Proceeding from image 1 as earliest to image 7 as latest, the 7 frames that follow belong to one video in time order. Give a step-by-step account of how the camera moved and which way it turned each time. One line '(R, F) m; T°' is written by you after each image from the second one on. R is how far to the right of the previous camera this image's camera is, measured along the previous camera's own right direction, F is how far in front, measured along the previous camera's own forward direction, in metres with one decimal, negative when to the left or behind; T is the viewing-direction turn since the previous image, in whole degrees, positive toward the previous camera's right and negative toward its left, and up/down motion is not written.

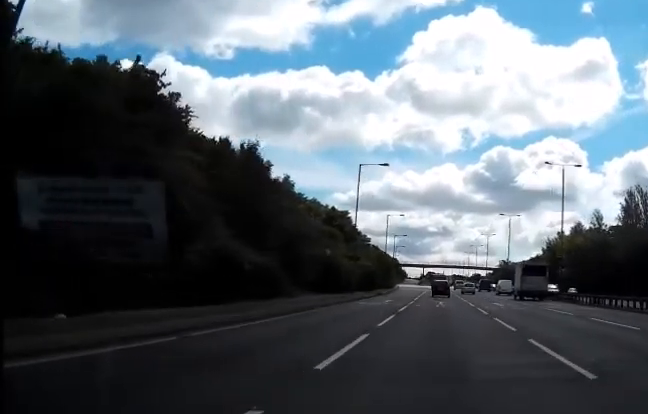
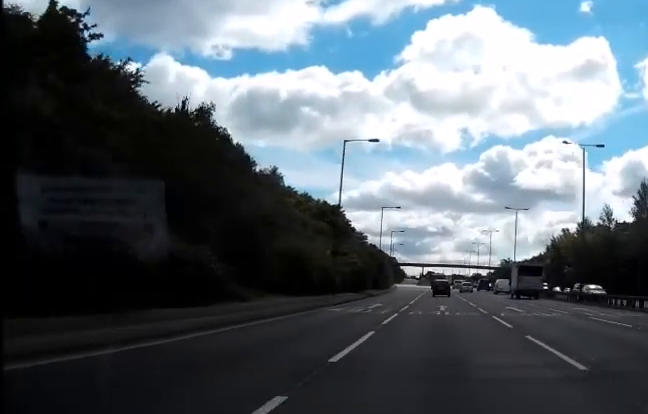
(0.0, +8.3) m; 0°
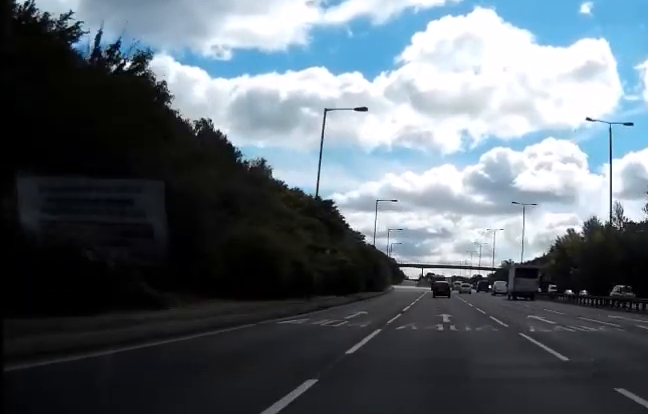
(0.0, +7.7) m; 0°
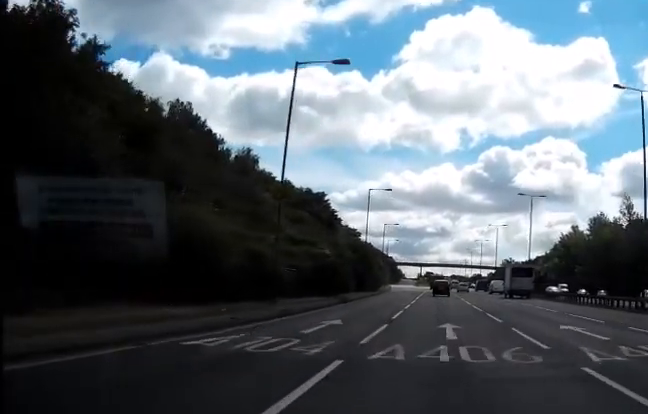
(0.0, +7.1) m; 0°
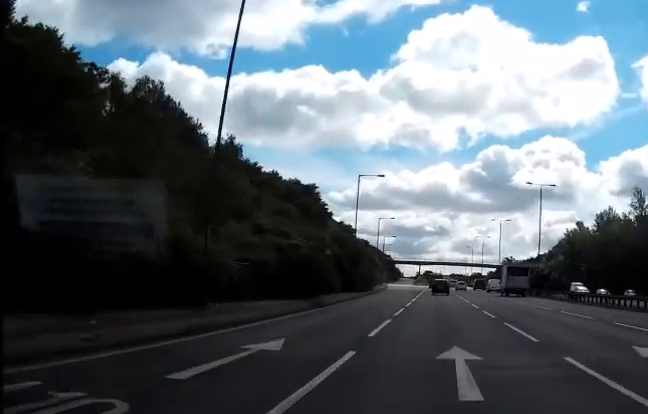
(+0.1, +7.6) m; 0°
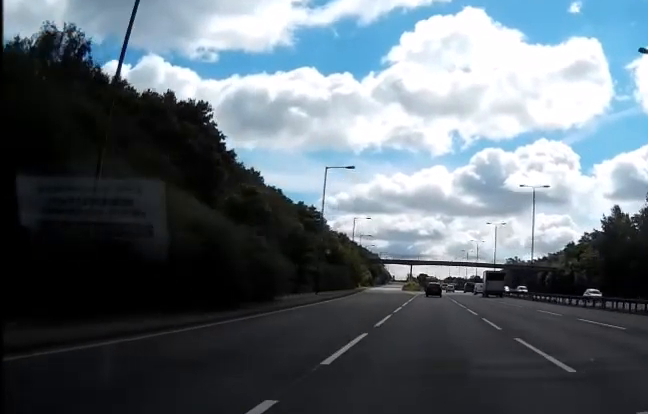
(0.0, +41.1) m; 0°
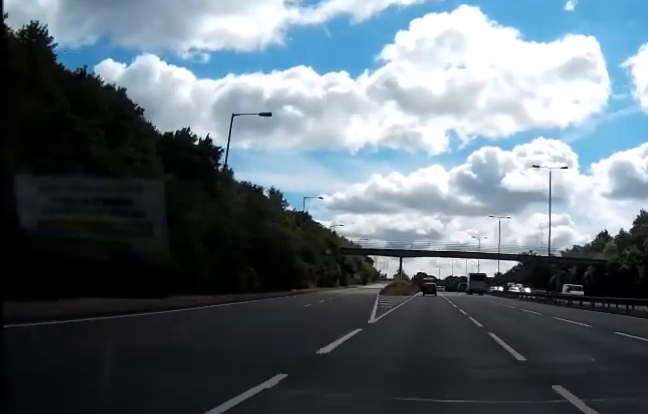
(0.0, +52.5) m; 0°
